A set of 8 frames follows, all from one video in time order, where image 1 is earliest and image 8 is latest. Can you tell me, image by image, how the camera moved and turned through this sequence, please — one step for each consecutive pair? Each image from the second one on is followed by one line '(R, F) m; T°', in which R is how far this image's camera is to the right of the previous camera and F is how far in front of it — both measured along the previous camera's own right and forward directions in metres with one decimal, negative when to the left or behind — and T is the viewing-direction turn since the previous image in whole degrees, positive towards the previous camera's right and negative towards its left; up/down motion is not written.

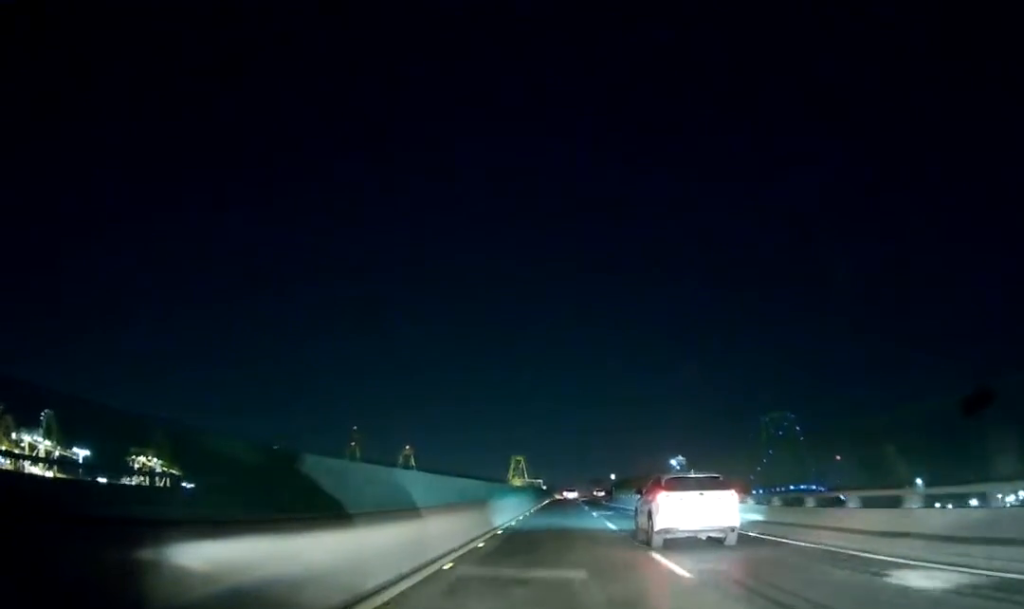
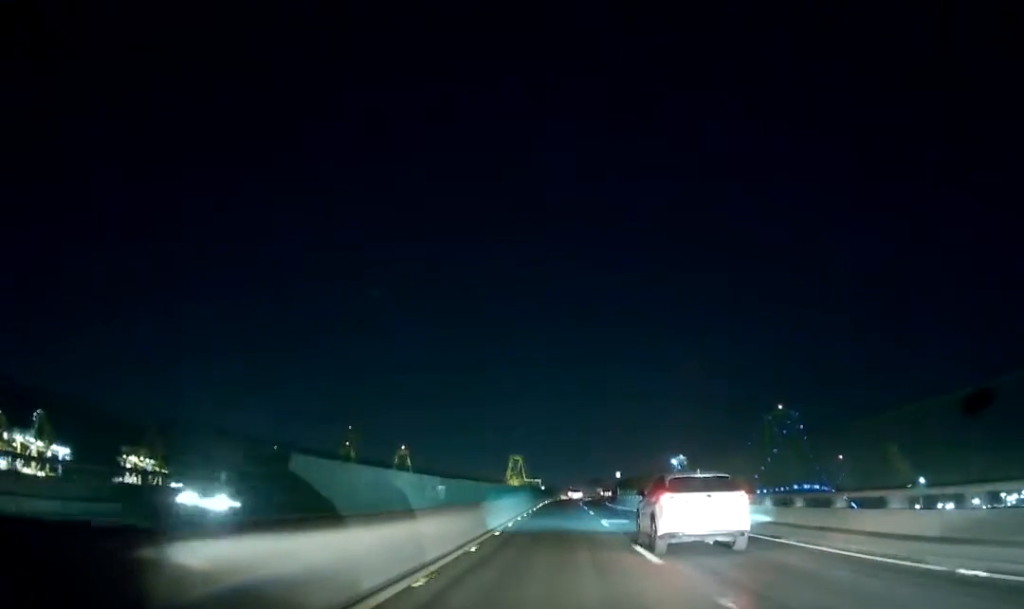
(+0.1, +11.7) m; 0°
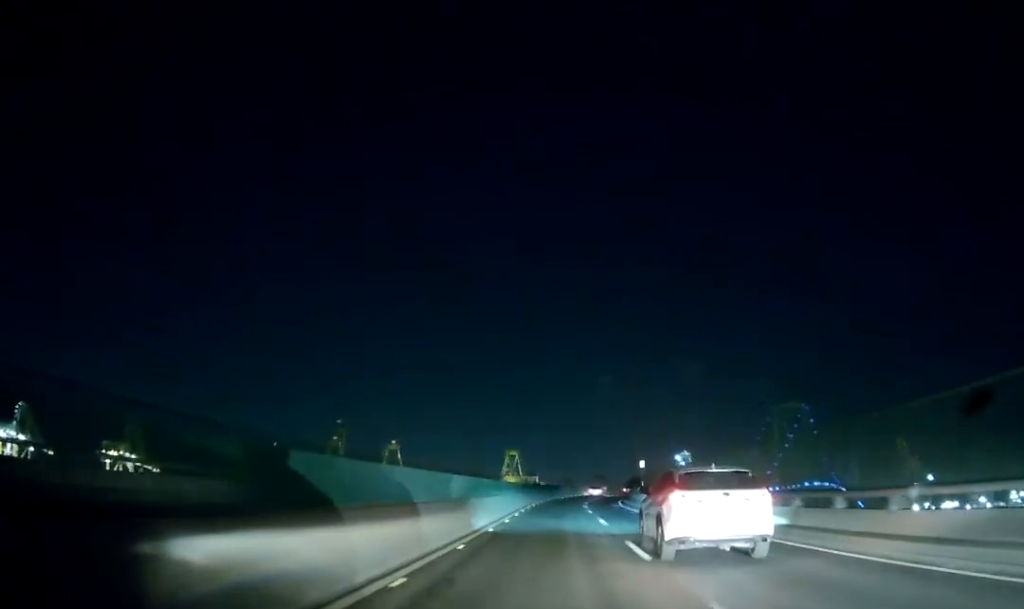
(-0.2, +27.4) m; 0°
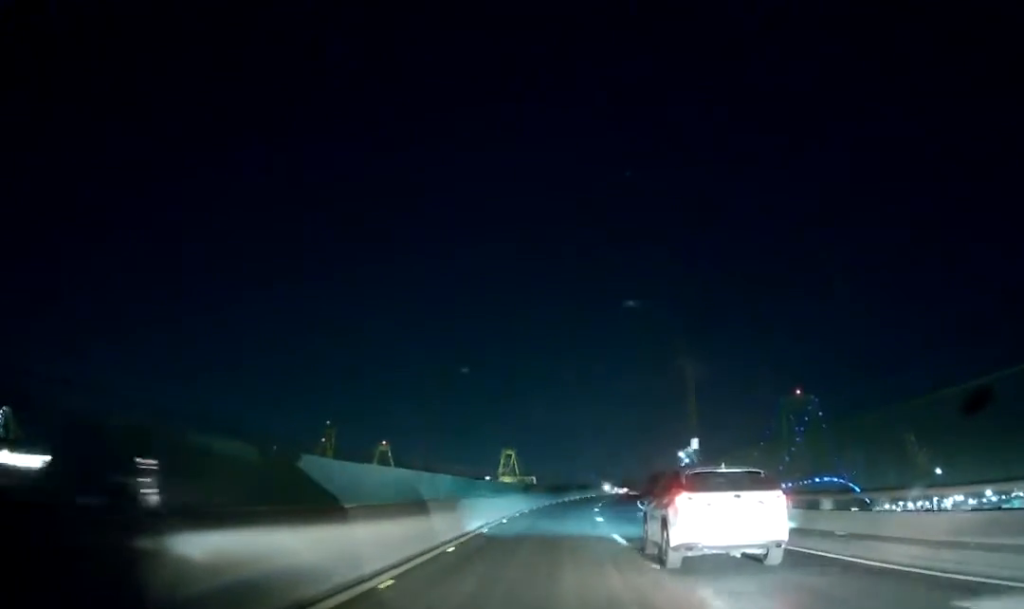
(+0.3, +23.8) m; +1°
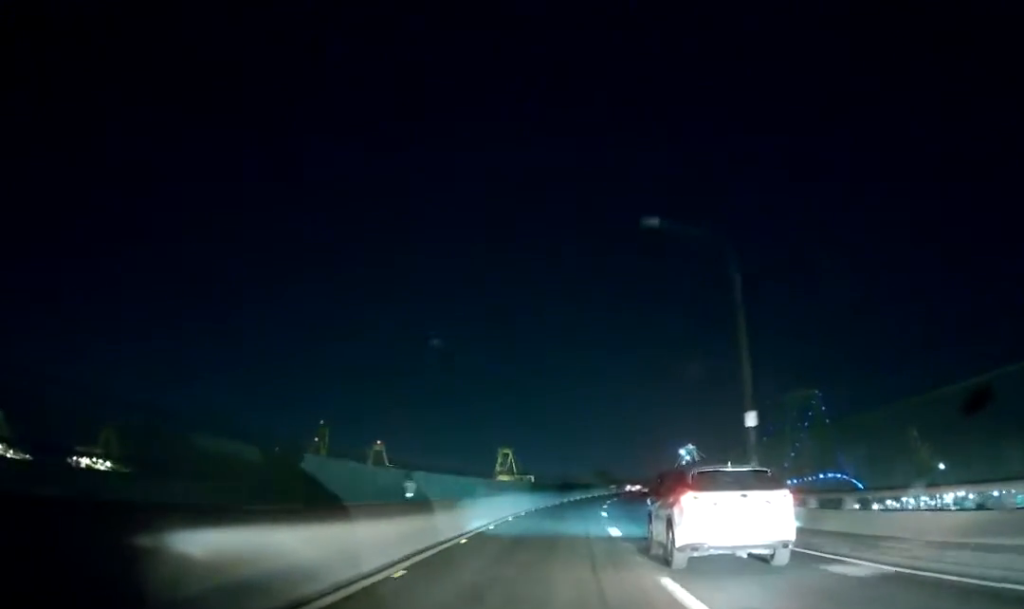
(0.0, +10.3) m; +1°
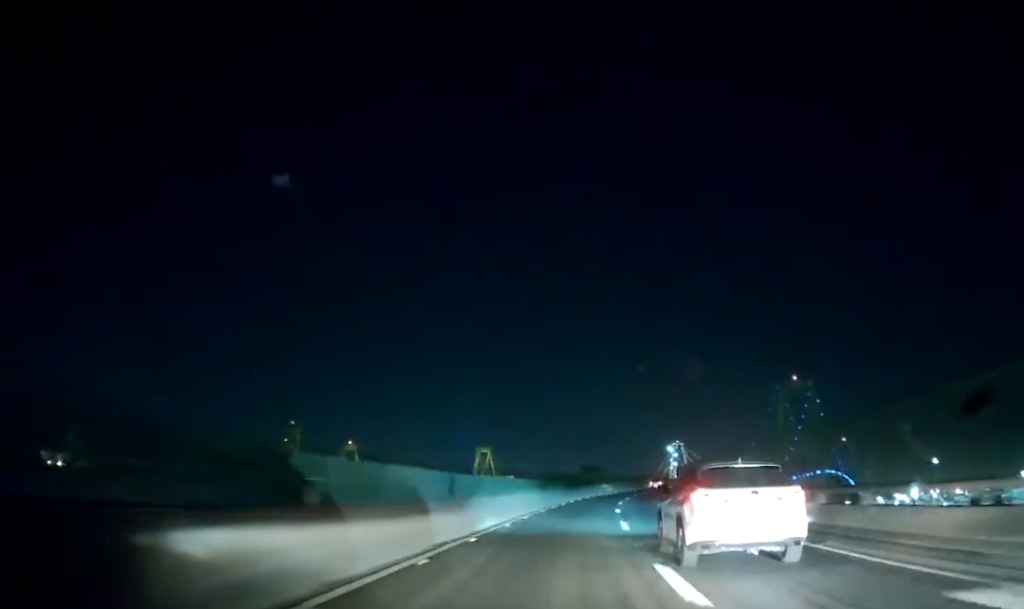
(+0.5, +25.6) m; +2°
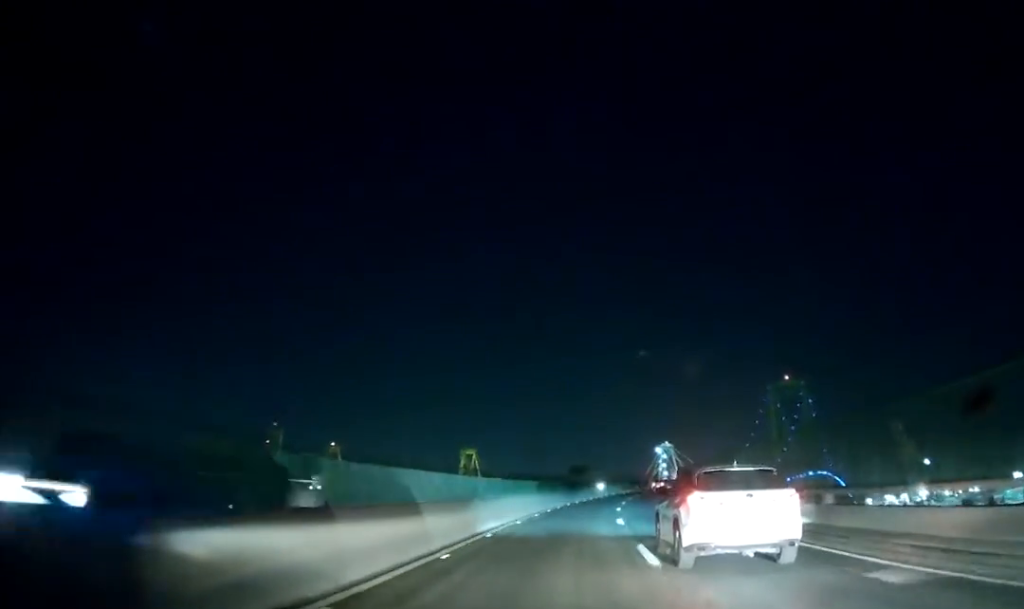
(+0.1, +9.9) m; +1°
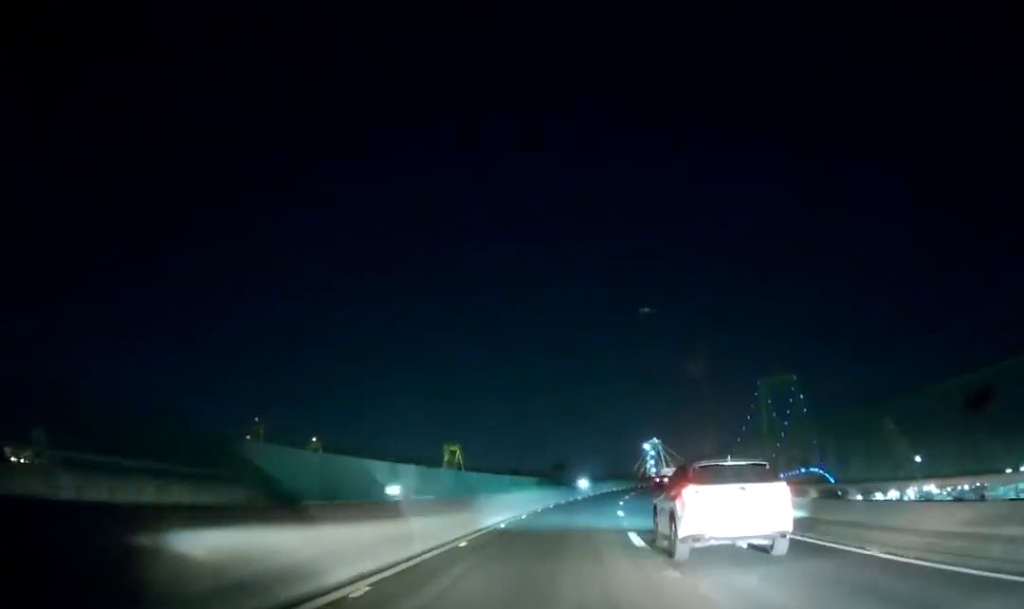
(0.0, +10.4) m; 0°
